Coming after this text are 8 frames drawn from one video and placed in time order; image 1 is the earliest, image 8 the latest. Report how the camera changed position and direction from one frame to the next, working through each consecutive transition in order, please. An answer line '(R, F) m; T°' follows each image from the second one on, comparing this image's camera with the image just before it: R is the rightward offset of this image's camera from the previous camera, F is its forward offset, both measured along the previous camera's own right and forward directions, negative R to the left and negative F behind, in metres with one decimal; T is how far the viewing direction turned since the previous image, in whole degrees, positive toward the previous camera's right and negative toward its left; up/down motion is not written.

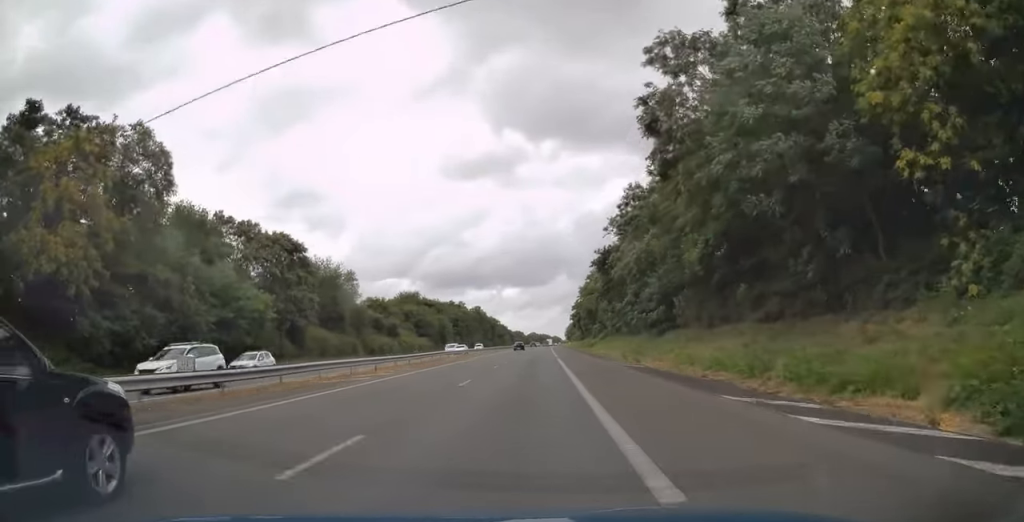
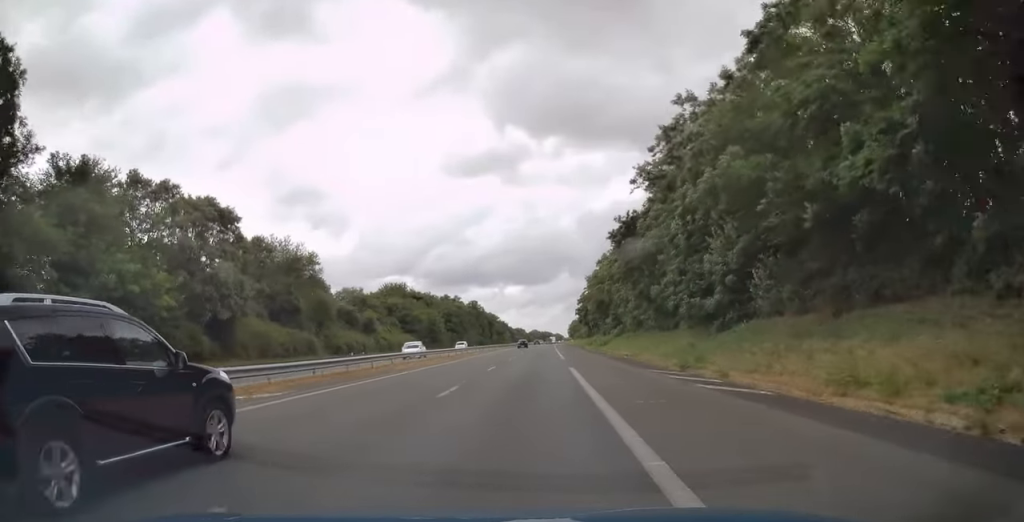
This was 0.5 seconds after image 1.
(0.0, +17.2) m; 0°
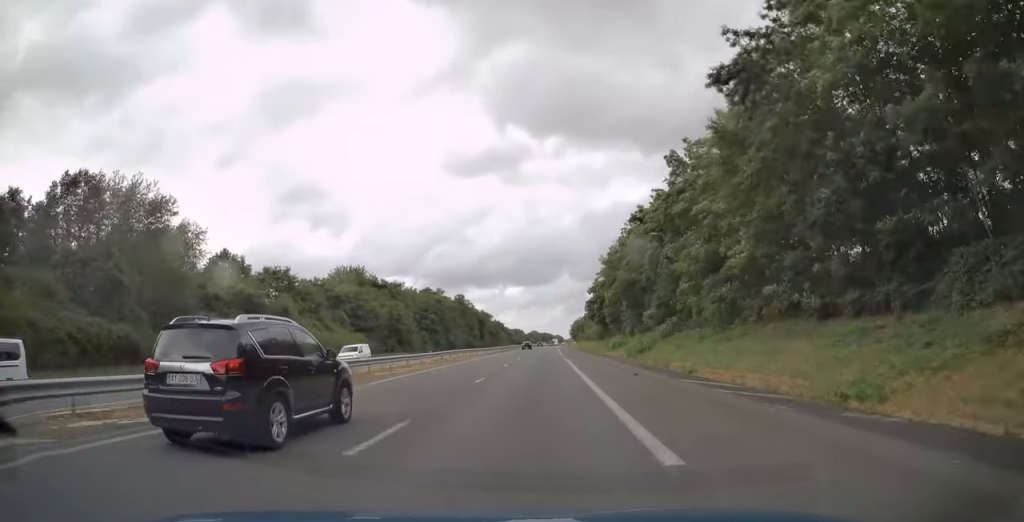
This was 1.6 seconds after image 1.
(-0.1, +33.4) m; 0°
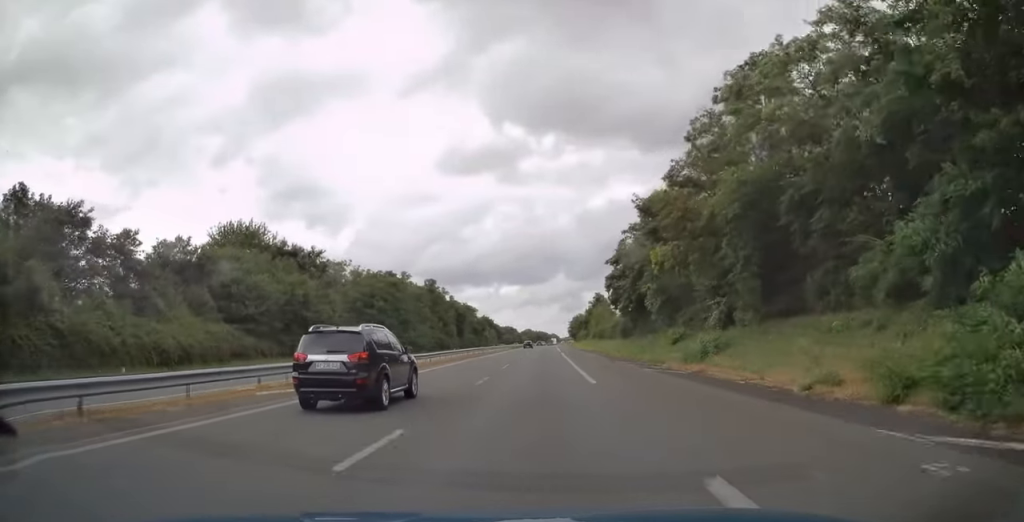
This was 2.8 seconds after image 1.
(-0.1, +39.9) m; 0°
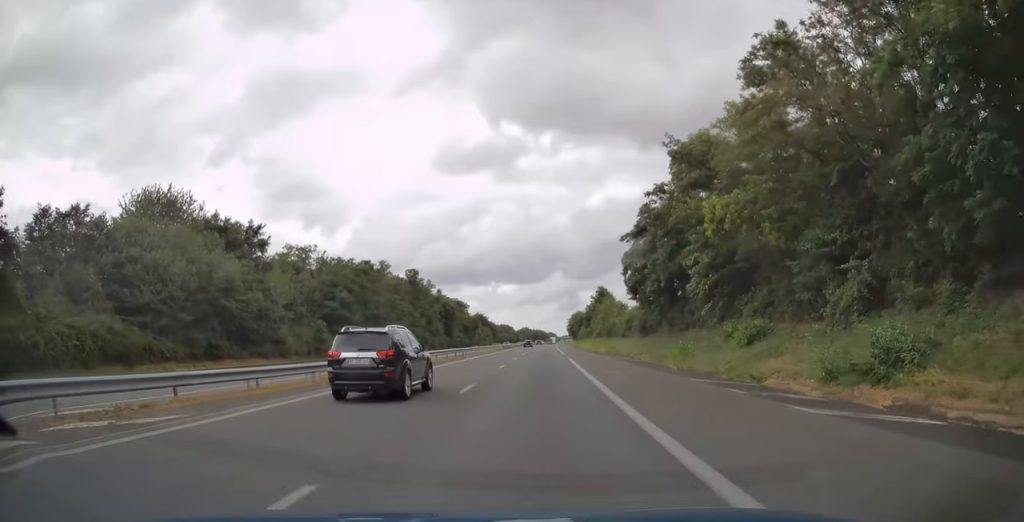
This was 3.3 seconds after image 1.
(+0.1, +16.7) m; 0°
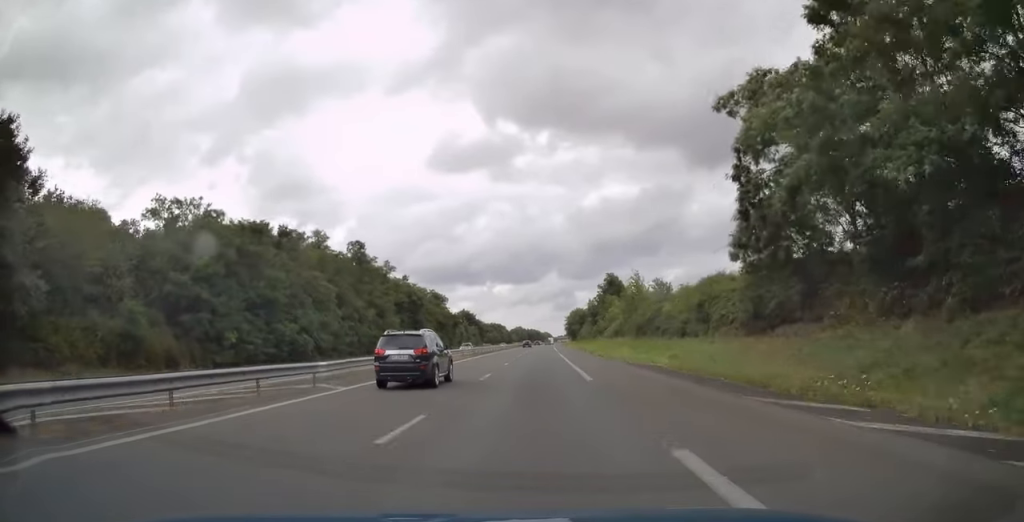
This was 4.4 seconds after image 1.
(+0.1, +33.9) m; 0°
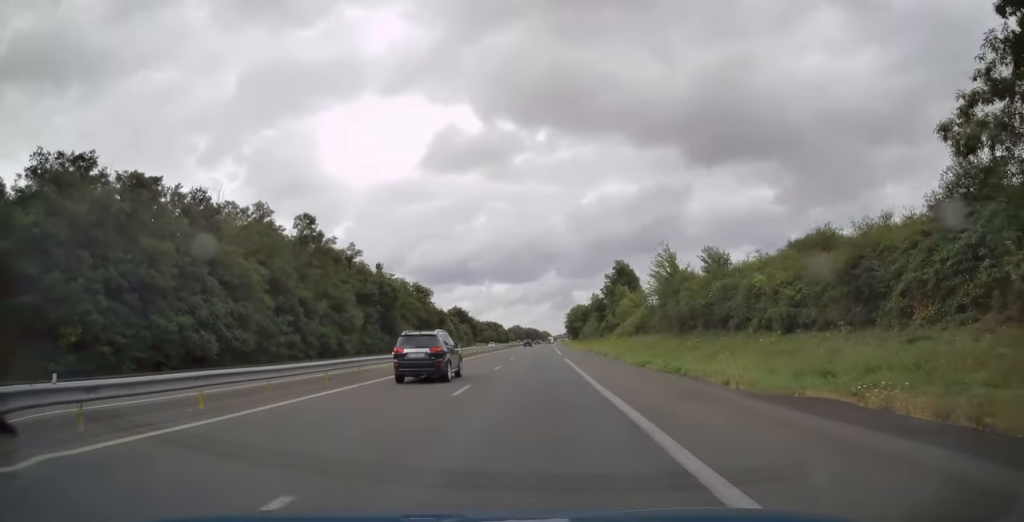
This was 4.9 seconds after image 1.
(0.0, +18.8) m; 0°
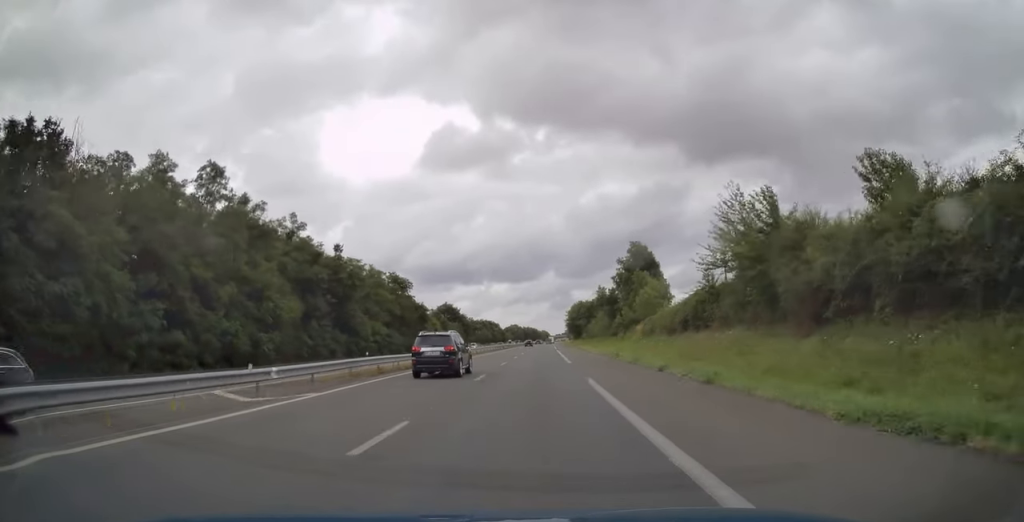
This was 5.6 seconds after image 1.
(+0.1, +21.0) m; 0°
